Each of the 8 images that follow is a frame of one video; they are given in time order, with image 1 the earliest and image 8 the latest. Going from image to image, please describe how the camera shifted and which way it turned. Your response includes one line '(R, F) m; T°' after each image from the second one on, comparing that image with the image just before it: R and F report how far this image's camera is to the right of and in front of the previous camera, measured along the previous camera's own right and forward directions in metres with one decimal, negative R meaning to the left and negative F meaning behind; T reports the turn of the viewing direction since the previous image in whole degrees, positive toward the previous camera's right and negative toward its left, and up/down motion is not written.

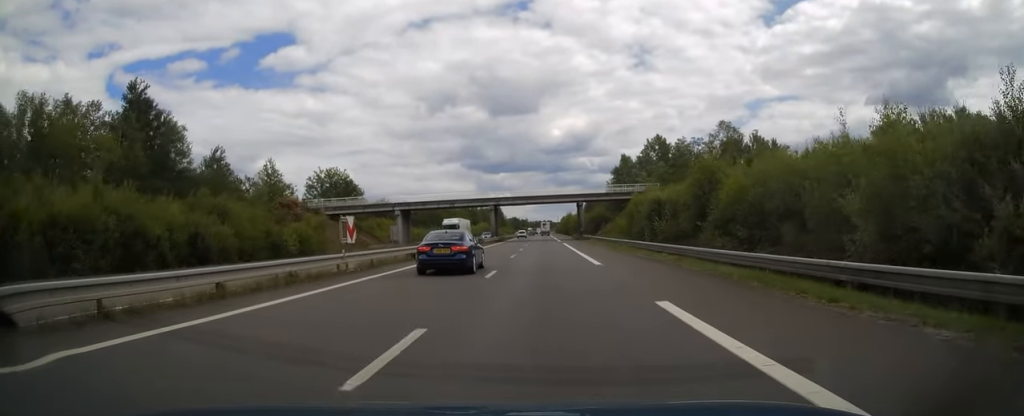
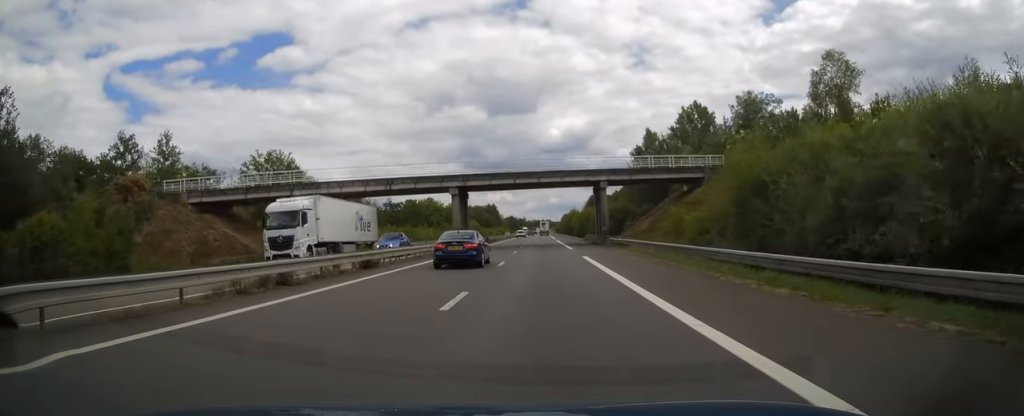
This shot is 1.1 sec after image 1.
(-0.3, +33.1) m; 0°
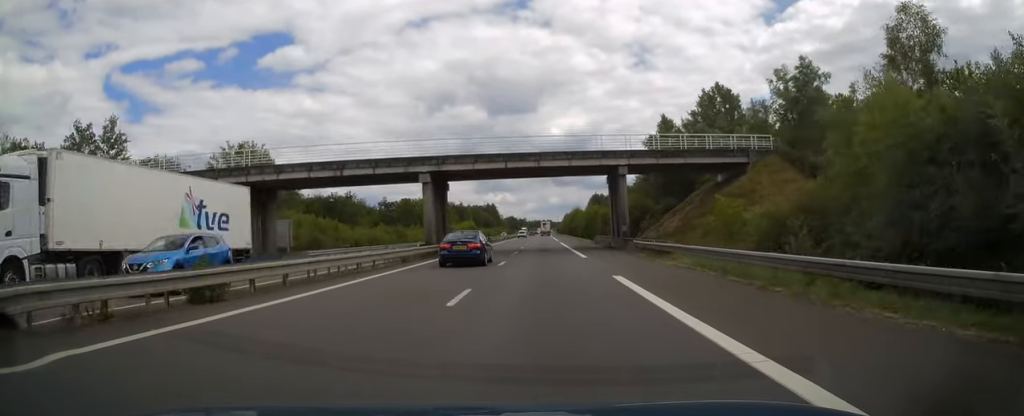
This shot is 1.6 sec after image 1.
(0.0, +12.2) m; 0°
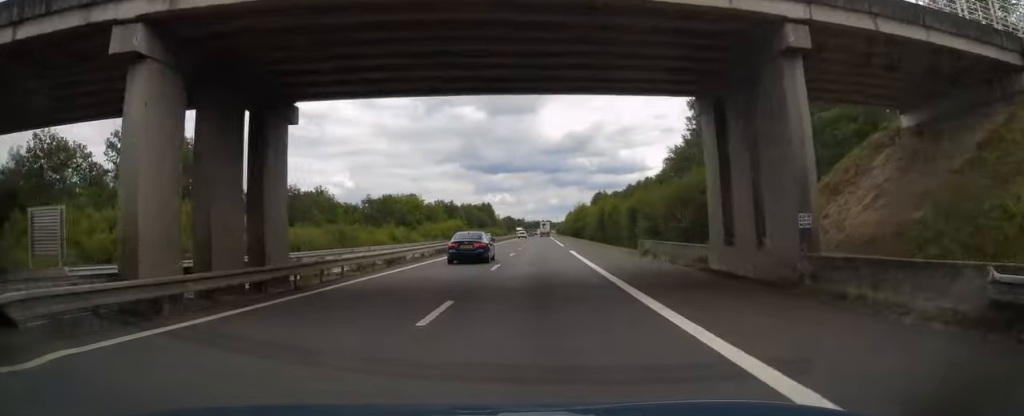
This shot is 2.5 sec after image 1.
(+0.3, +27.8) m; 0°
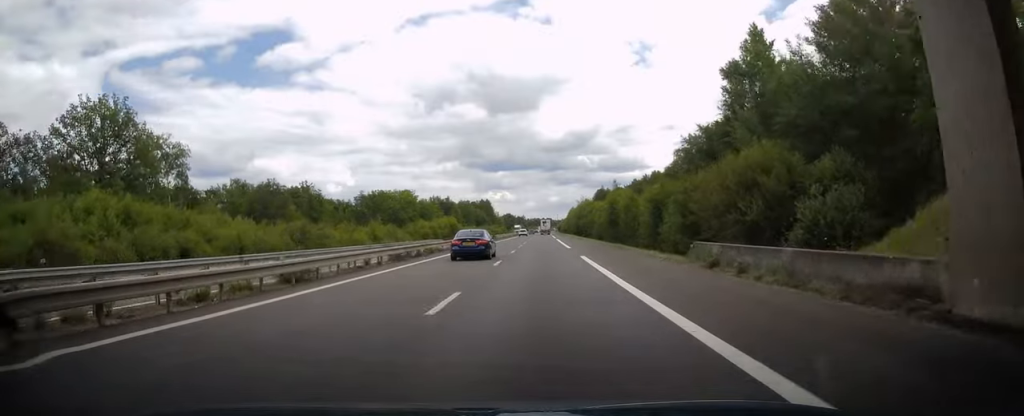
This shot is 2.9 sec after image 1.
(+0.1, +11.7) m; 0°
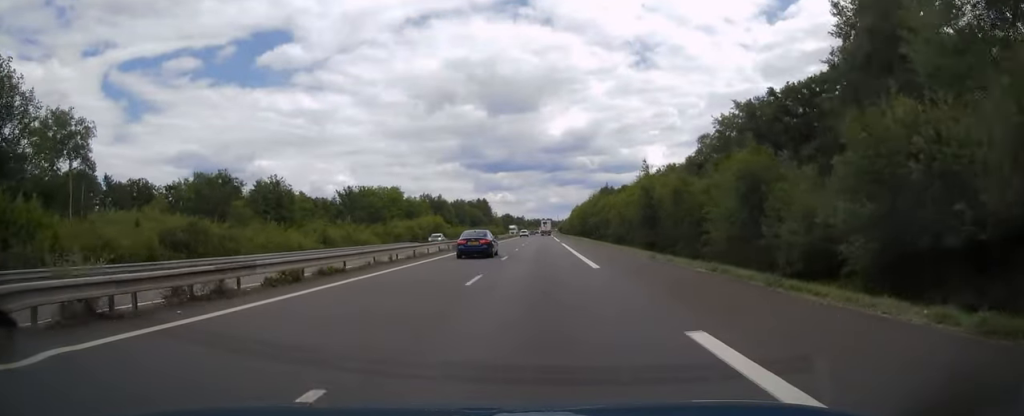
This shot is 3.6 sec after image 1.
(-0.2, +20.9) m; 0°
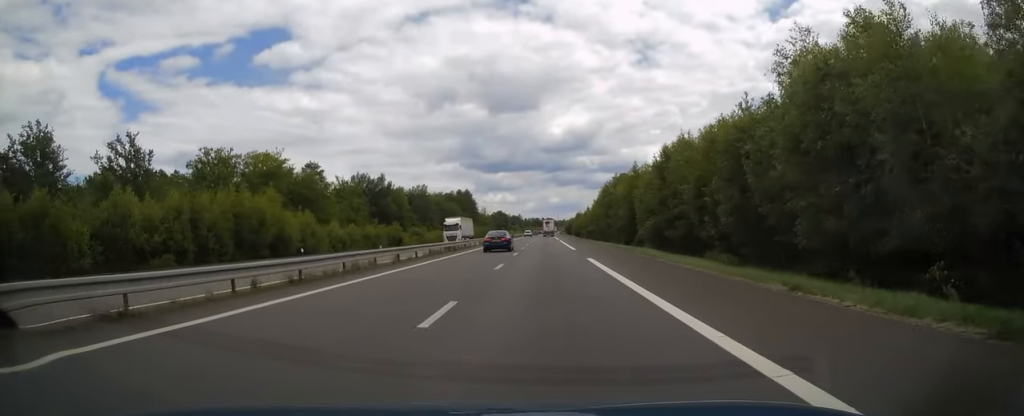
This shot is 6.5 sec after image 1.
(-0.3, +84.0) m; 0°
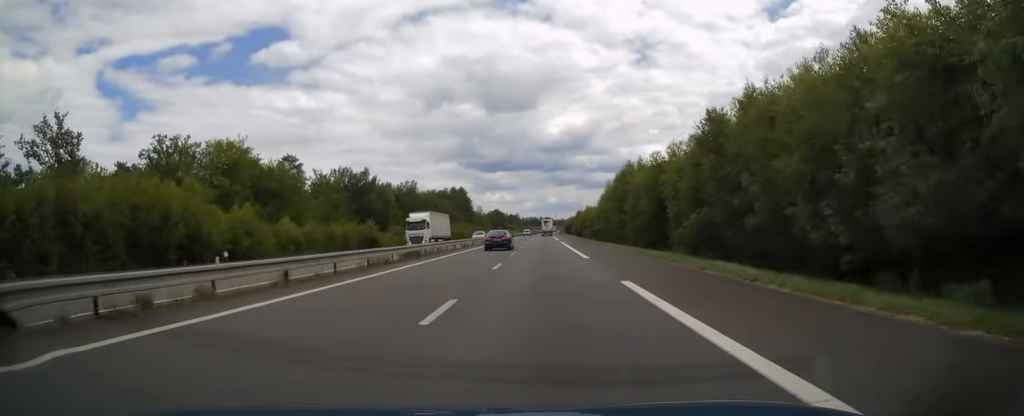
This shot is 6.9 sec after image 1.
(0.0, +12.7) m; 0°
